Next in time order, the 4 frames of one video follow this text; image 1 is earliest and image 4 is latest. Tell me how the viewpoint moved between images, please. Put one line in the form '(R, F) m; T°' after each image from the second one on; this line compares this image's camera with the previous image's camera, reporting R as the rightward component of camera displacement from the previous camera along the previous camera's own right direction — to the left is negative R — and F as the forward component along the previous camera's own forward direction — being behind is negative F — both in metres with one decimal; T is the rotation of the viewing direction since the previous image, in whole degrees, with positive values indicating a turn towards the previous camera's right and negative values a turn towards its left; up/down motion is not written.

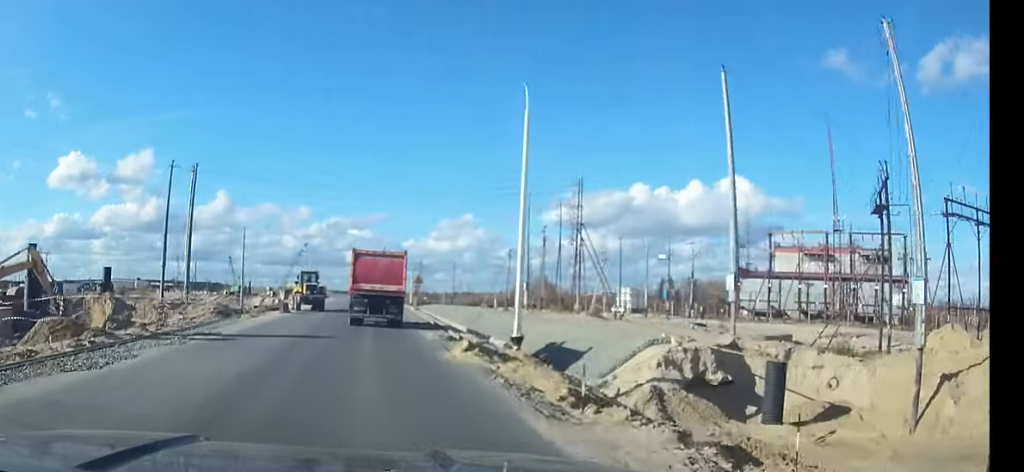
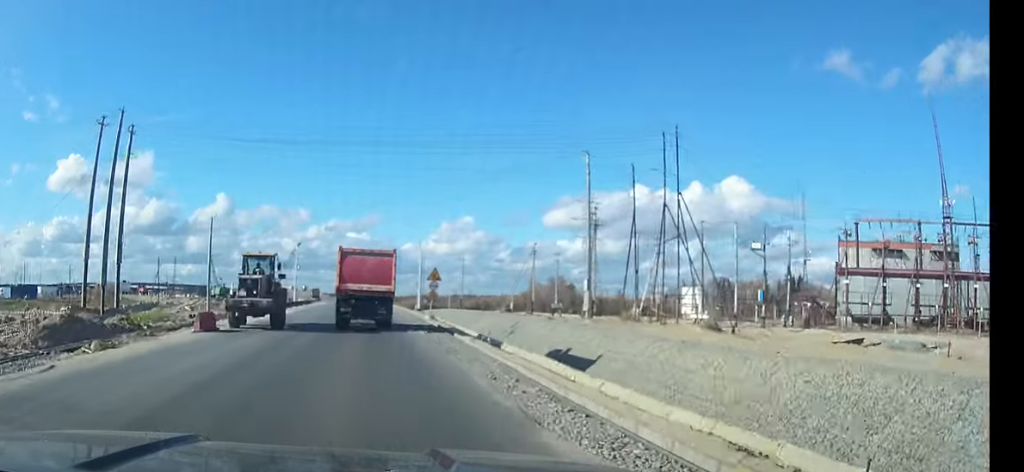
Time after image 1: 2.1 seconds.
(+0.1, +19.8) m; 0°
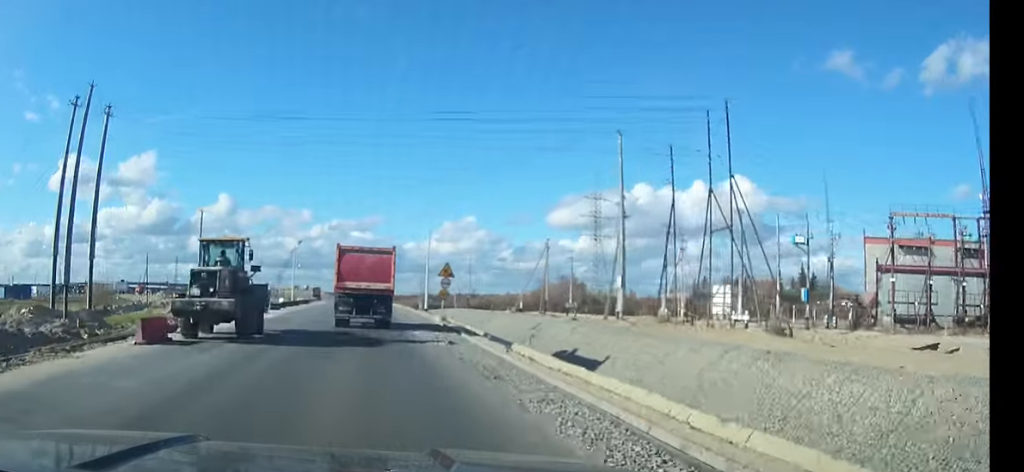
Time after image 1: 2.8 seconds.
(0.0, +5.9) m; 0°
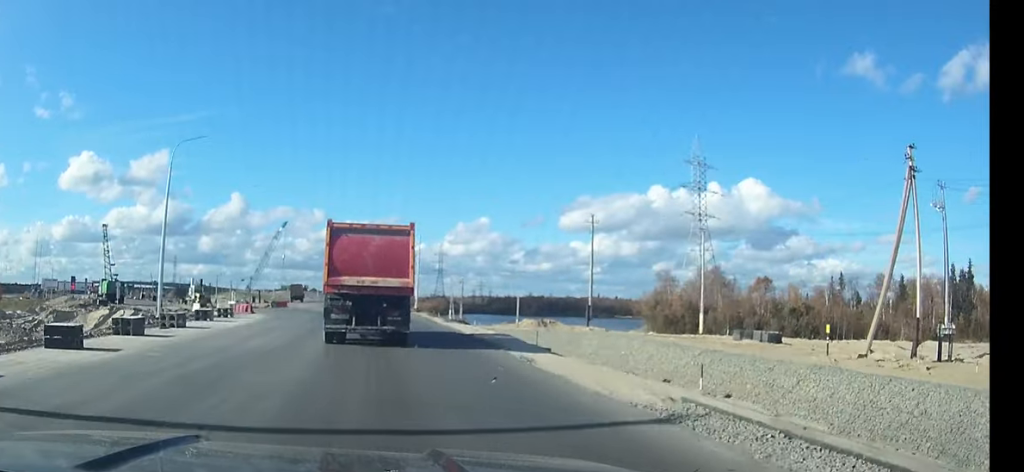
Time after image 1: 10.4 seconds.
(-1.1, +65.5) m; -1°
